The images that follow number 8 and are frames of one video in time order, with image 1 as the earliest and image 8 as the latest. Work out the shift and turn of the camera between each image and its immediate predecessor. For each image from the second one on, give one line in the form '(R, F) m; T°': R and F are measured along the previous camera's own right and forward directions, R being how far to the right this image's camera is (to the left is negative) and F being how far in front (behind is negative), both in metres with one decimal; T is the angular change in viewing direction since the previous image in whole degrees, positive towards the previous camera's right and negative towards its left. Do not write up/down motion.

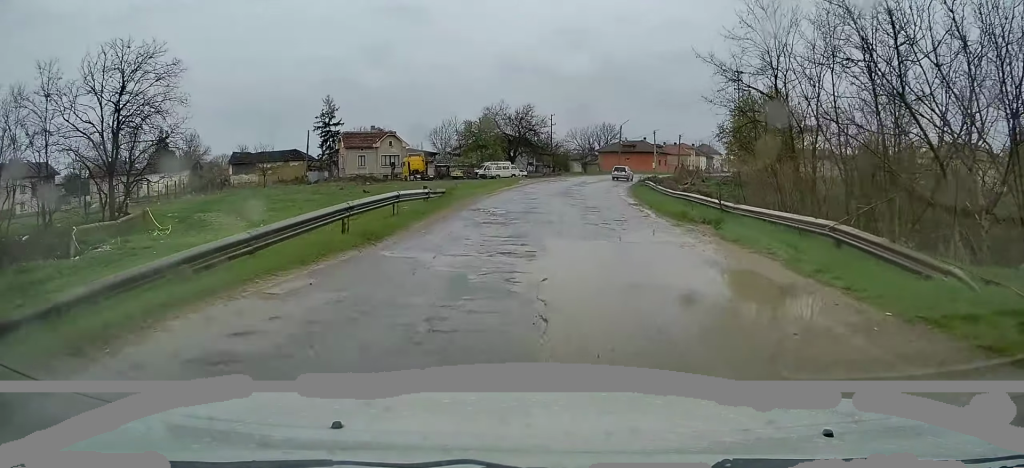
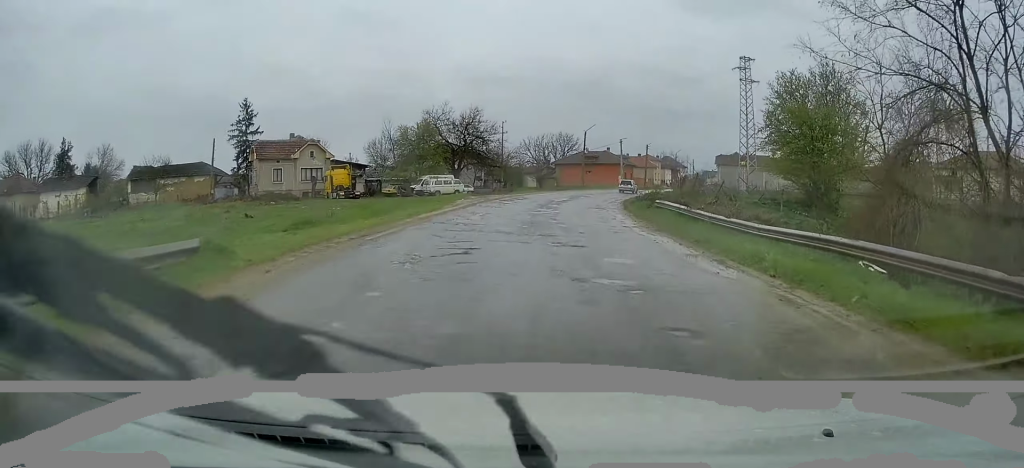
(+0.2, +15.6) m; +3°
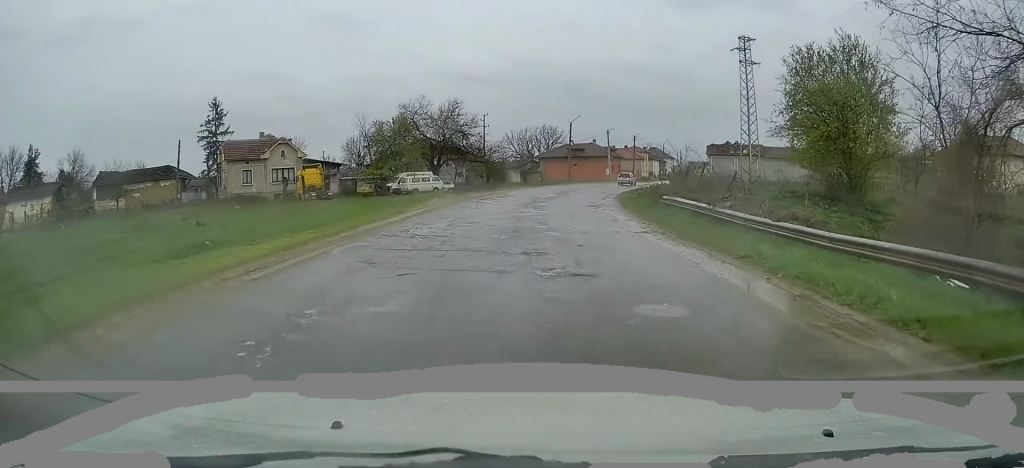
(0.0, +4.4) m; +2°
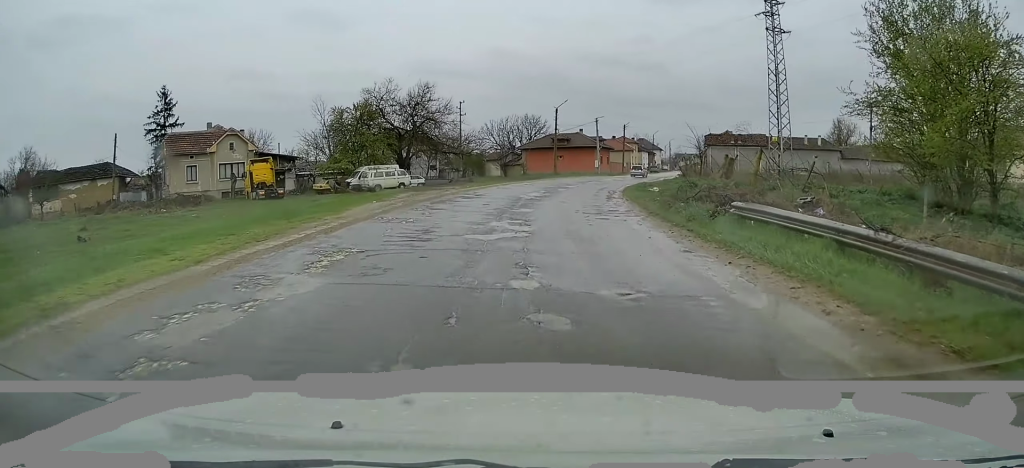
(+0.4, +9.1) m; +2°
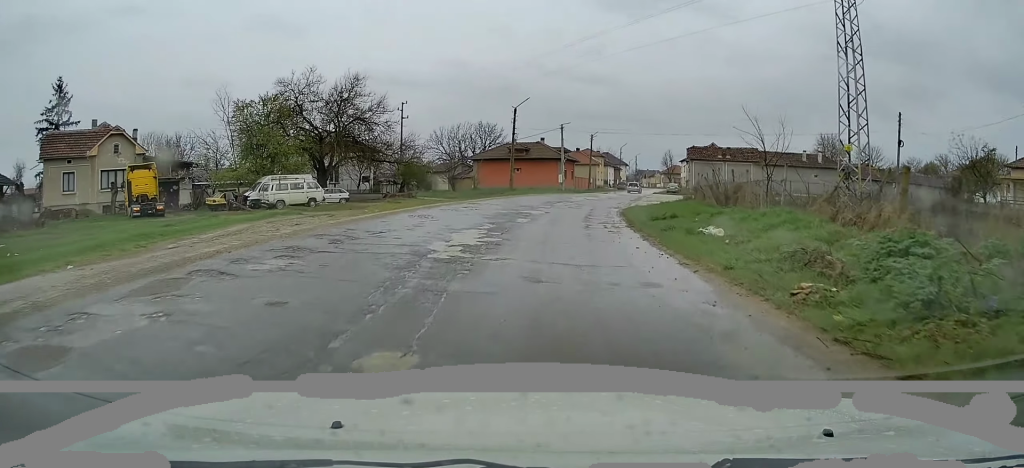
(+0.3, +13.8) m; +4°
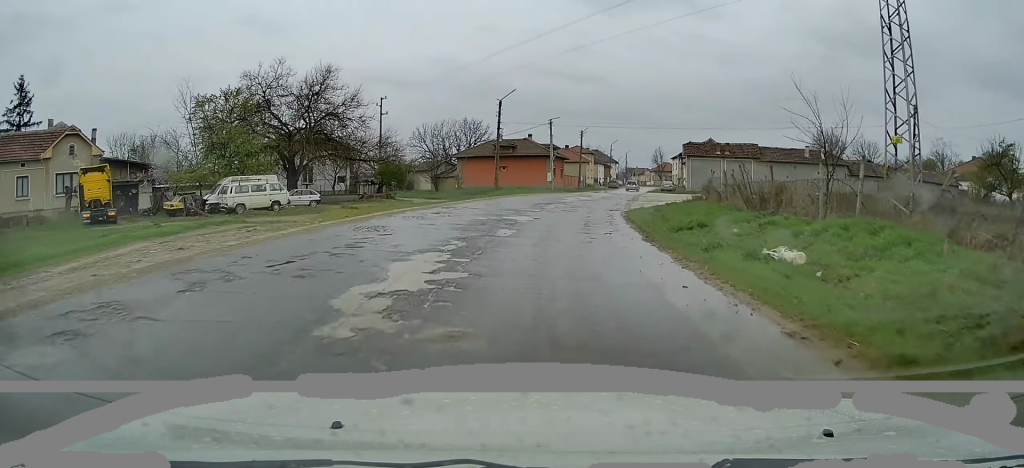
(+0.2, +4.5) m; +2°
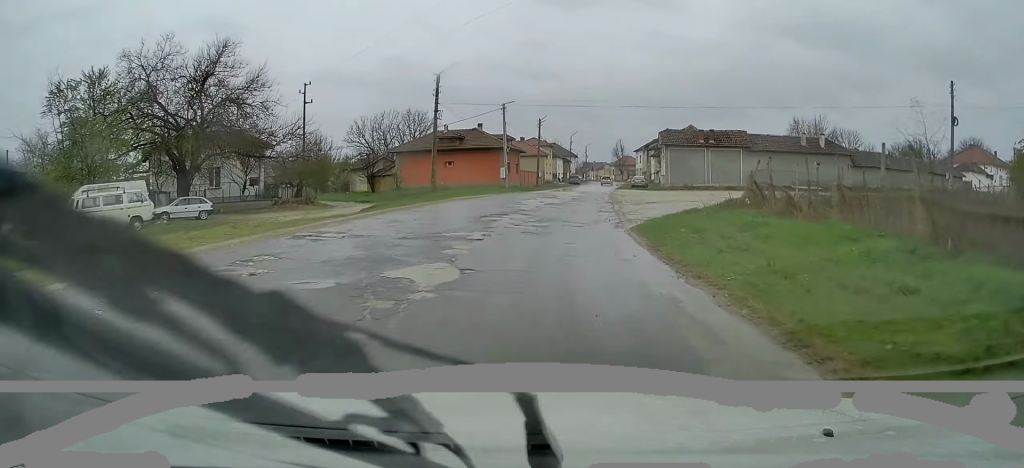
(+0.2, +11.3) m; +4°
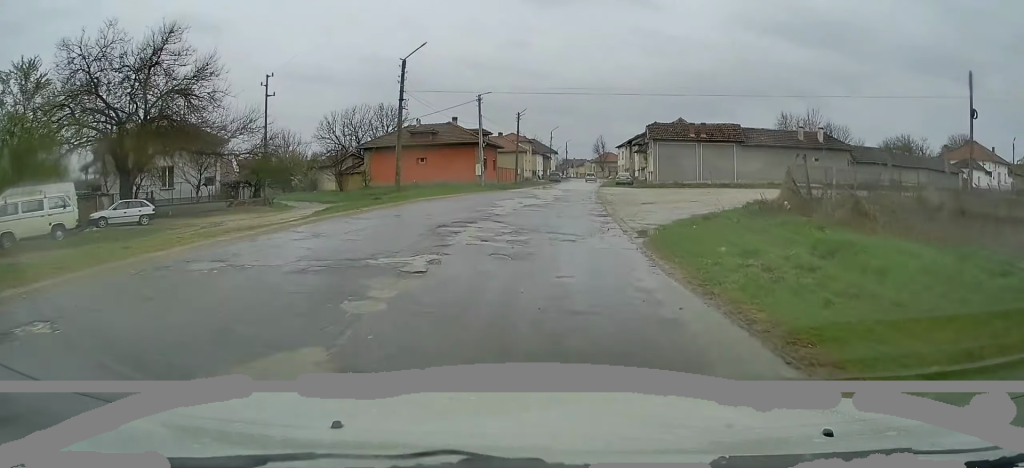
(+0.2, +4.4) m; +2°
